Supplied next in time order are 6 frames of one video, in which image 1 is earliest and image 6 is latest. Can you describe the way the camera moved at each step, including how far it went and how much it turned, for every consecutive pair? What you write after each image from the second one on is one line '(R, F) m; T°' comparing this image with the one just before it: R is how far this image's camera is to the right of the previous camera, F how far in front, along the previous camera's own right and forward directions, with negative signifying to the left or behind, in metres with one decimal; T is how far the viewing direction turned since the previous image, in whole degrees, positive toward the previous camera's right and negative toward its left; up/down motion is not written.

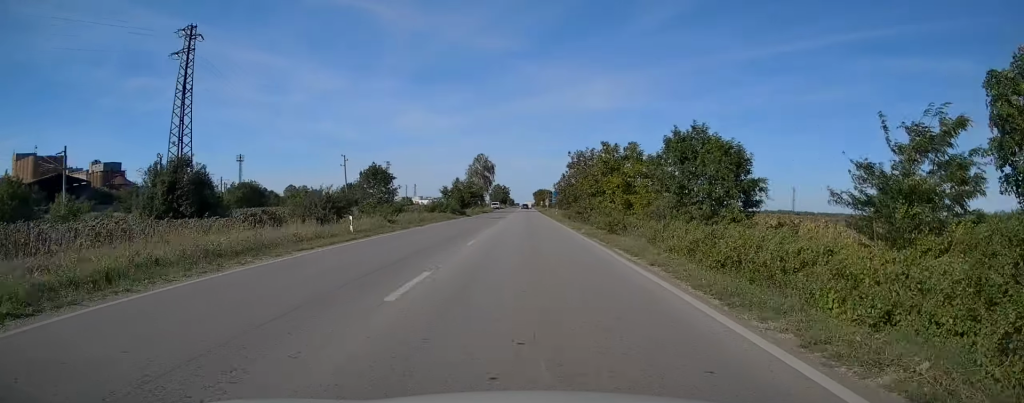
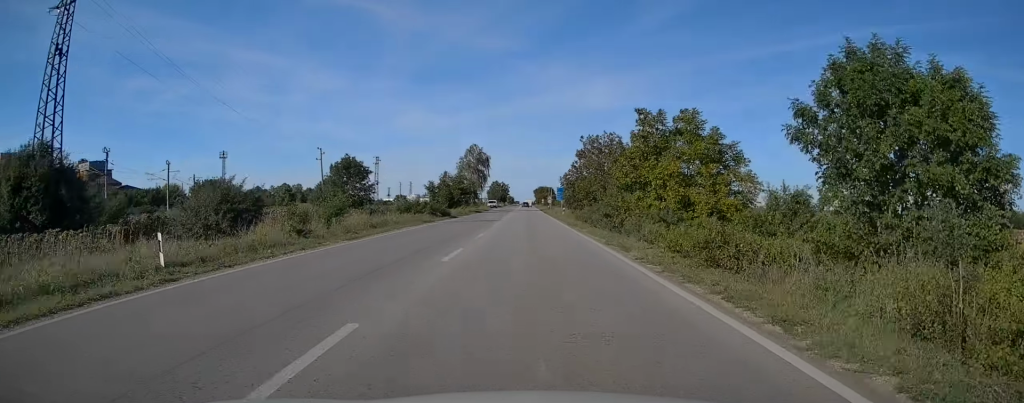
(0.0, +13.4) m; 0°
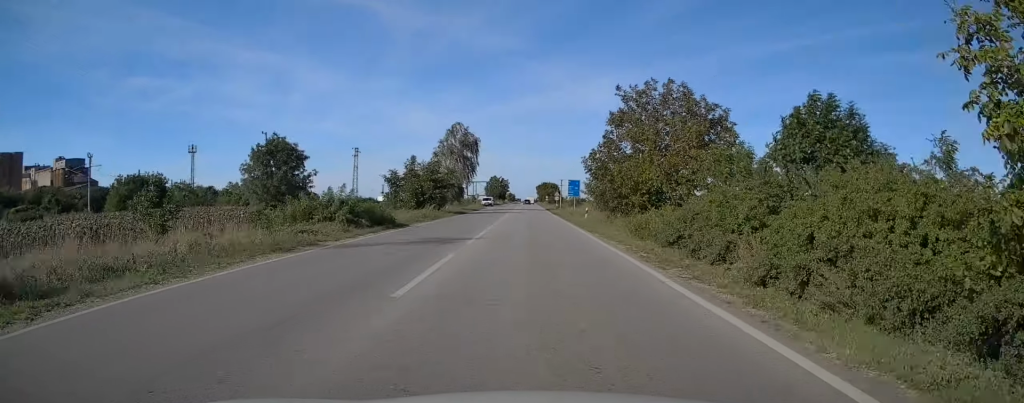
(0.0, +22.5) m; 0°
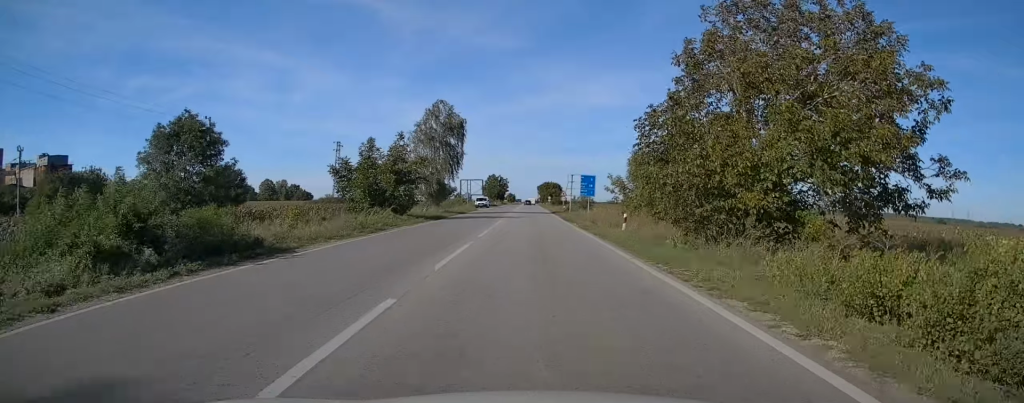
(0.0, +15.3) m; 0°
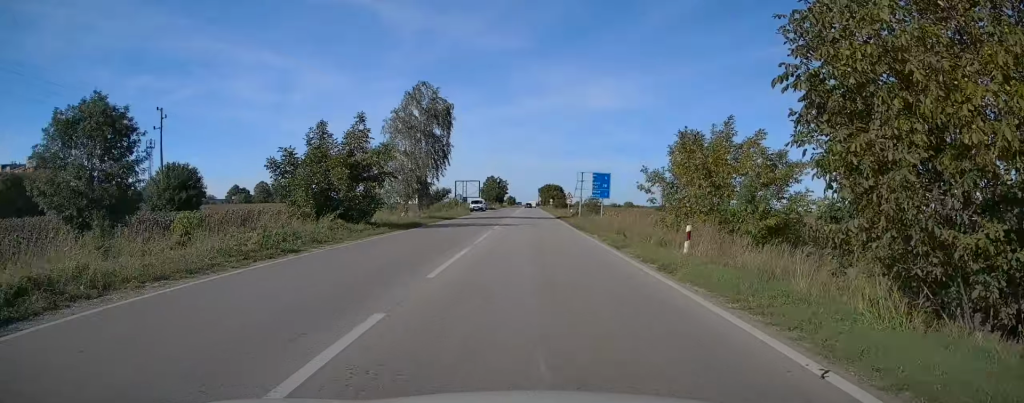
(0.0, +9.7) m; 0°
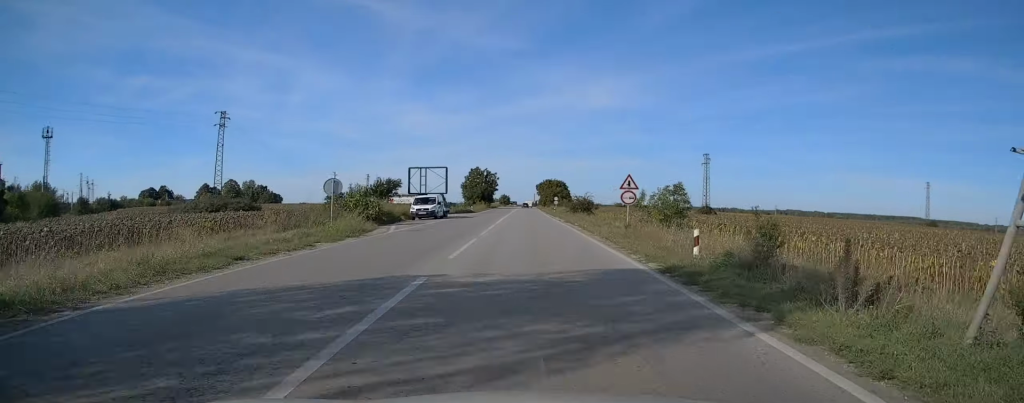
(0.0, +41.8) m; 0°
